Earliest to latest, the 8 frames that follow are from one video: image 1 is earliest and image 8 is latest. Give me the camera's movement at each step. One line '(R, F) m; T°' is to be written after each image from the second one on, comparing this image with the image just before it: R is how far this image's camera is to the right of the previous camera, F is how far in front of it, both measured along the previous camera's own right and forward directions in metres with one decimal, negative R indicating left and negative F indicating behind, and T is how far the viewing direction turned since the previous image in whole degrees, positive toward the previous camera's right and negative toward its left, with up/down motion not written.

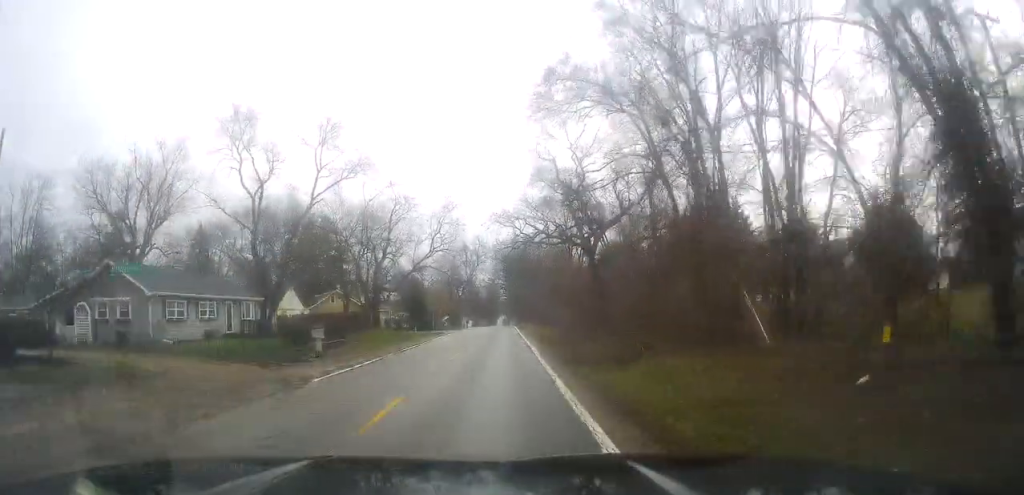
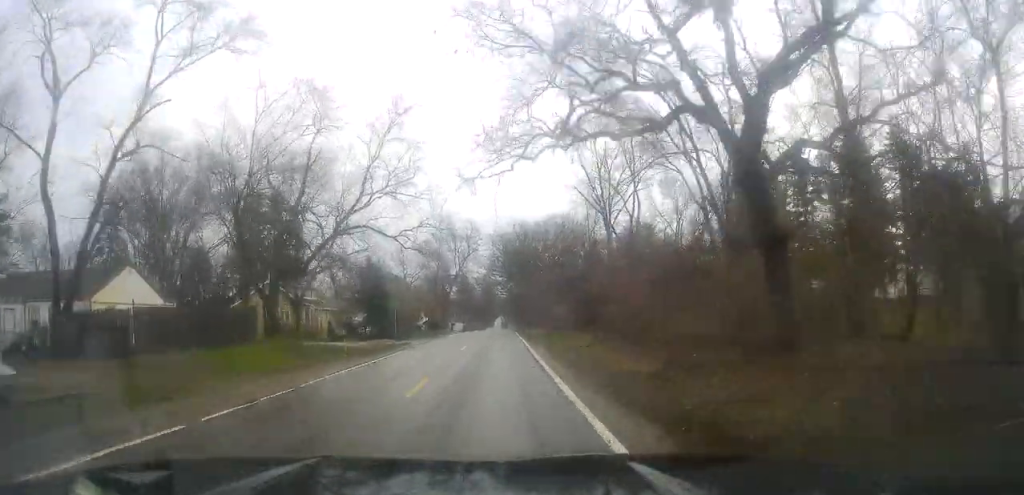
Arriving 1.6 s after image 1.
(0.0, +26.3) m; +2°
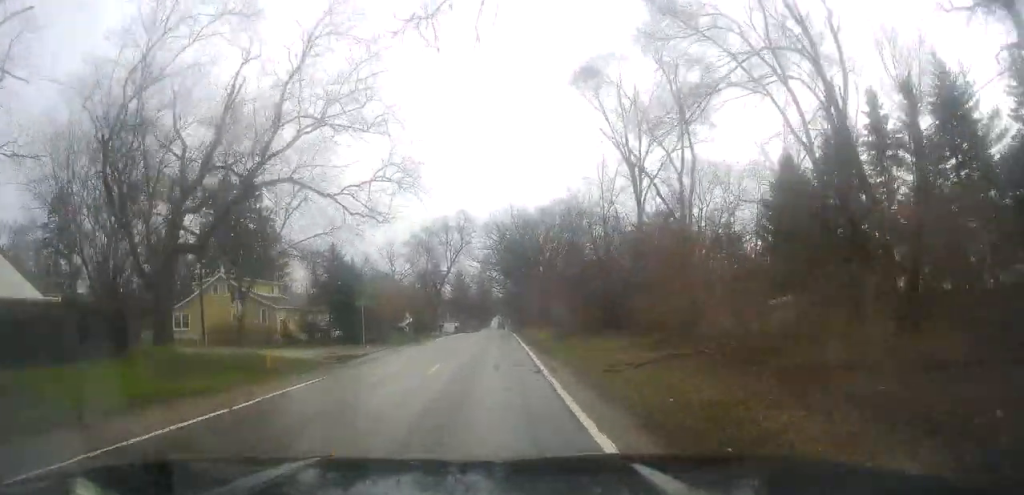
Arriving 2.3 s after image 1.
(+0.1, +11.1) m; 0°
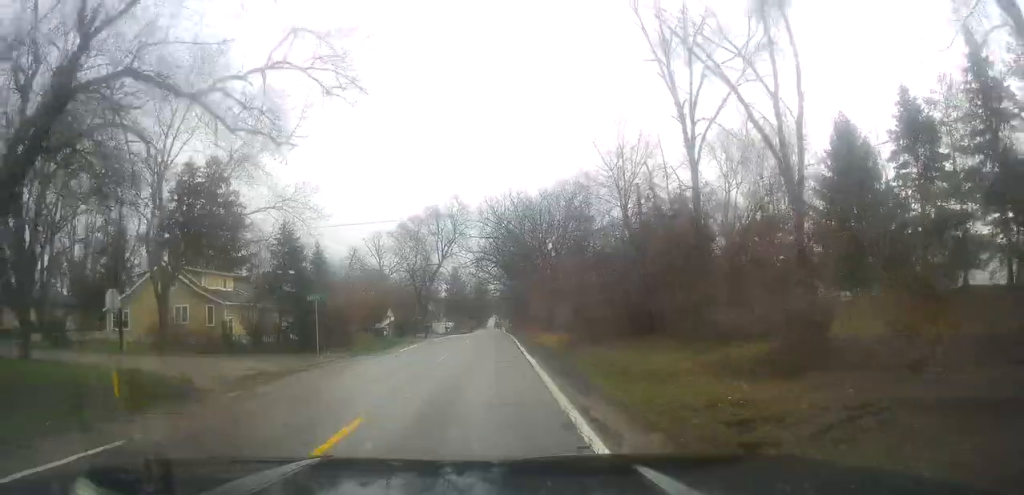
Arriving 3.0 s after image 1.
(0.0, +10.0) m; -1°
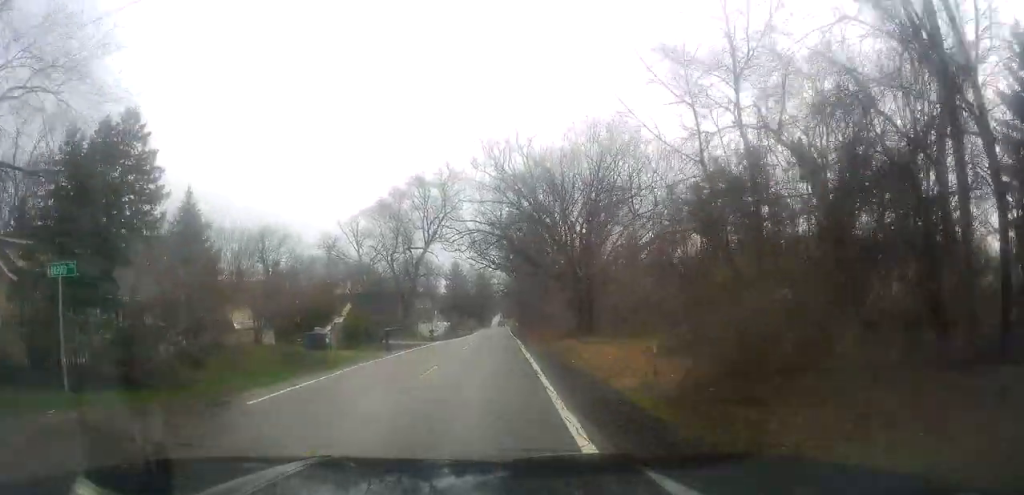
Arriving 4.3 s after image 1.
(-0.3, +20.3) m; 0°
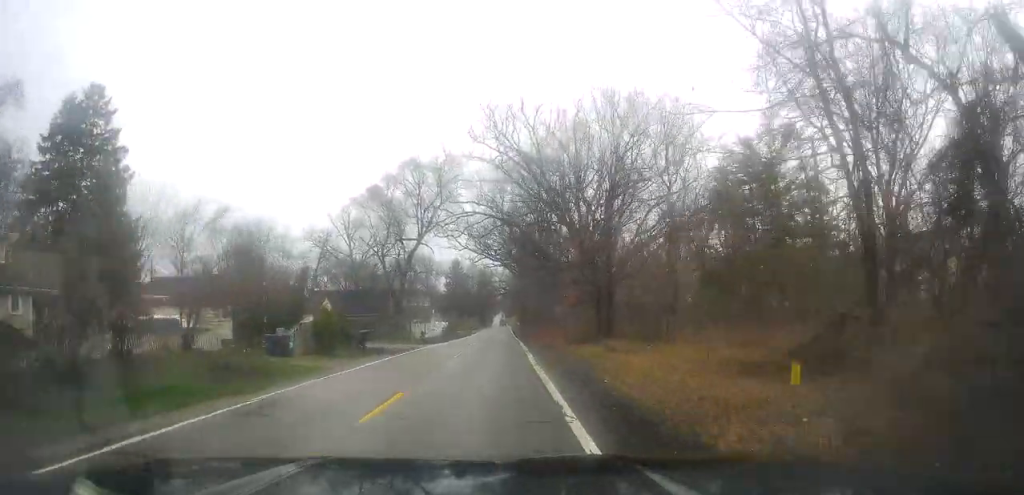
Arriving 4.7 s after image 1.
(+0.2, +6.7) m; 0°
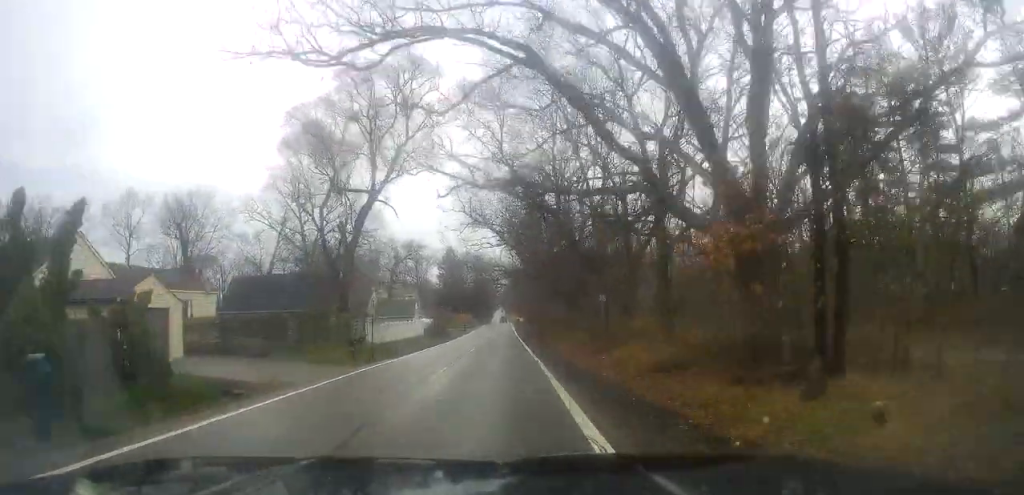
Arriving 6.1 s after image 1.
(-0.3, +22.5) m; 0°
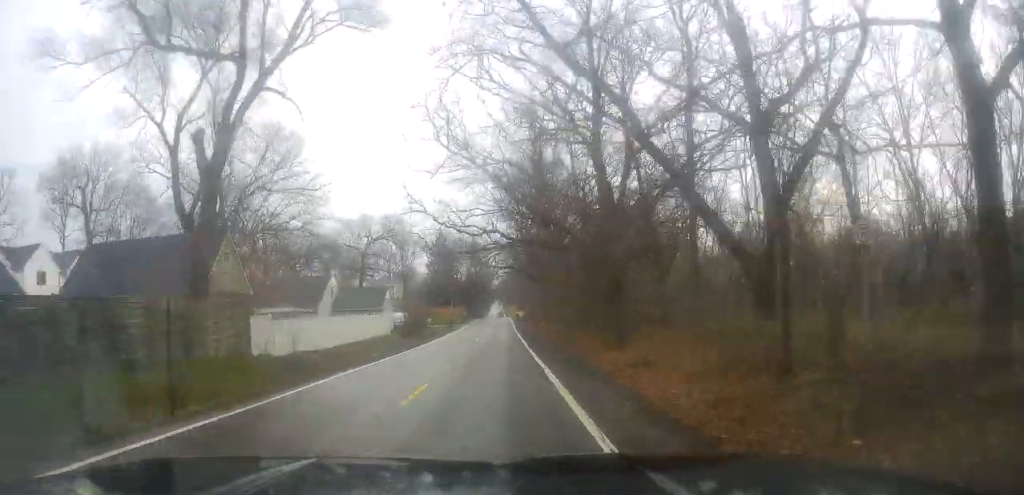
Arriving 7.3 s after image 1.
(+0.2, +20.2) m; 0°
